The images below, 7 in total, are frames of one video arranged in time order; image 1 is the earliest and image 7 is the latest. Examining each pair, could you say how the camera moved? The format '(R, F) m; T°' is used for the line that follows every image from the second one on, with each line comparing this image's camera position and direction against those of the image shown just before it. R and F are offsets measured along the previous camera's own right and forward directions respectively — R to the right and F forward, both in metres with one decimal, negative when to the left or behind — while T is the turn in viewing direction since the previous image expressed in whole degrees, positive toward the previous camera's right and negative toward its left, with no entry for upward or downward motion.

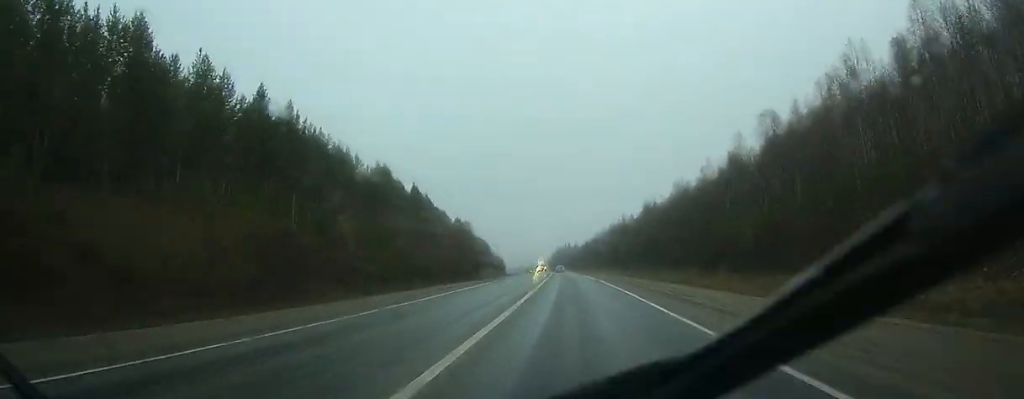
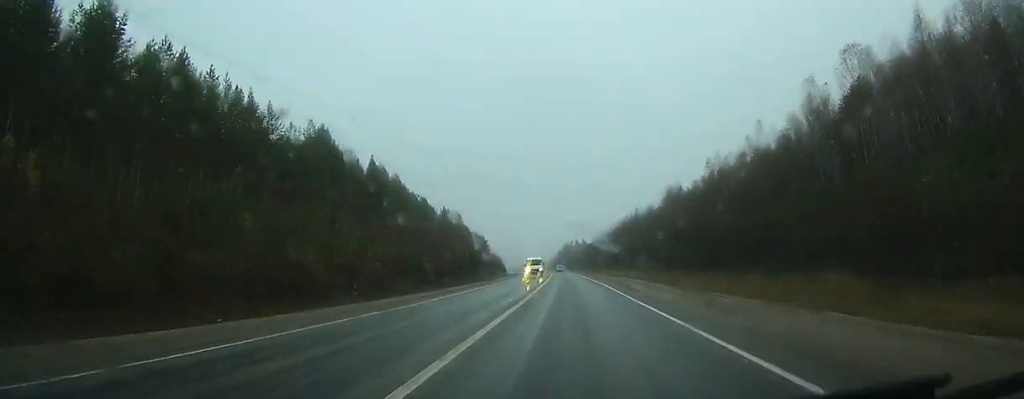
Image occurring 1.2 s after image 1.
(-0.2, +32.6) m; -1°
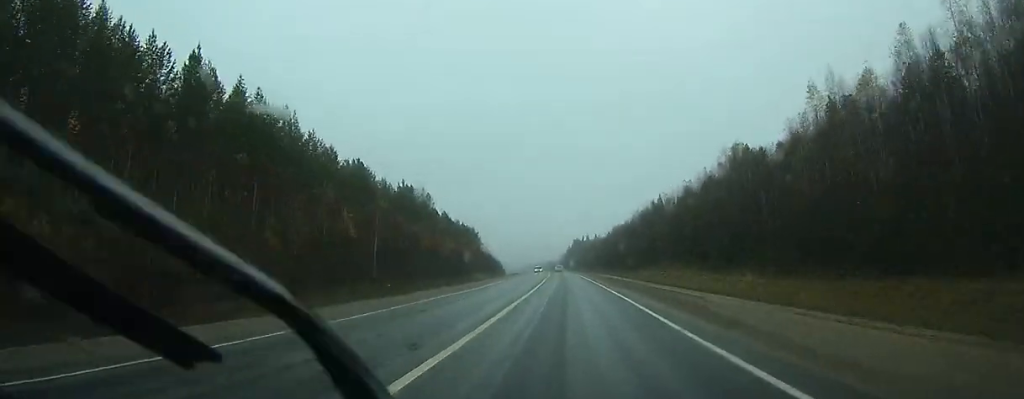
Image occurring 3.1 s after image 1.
(-0.6, +52.7) m; -1°
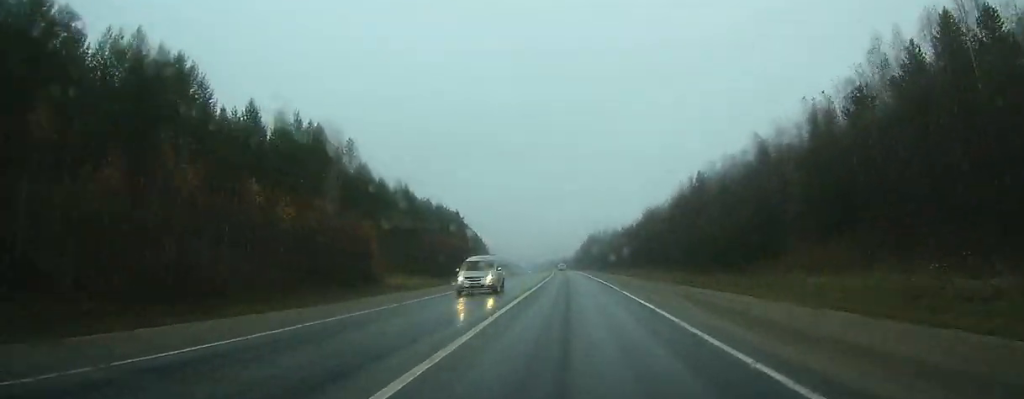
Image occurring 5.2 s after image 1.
(-0.6, +56.4) m; -1°
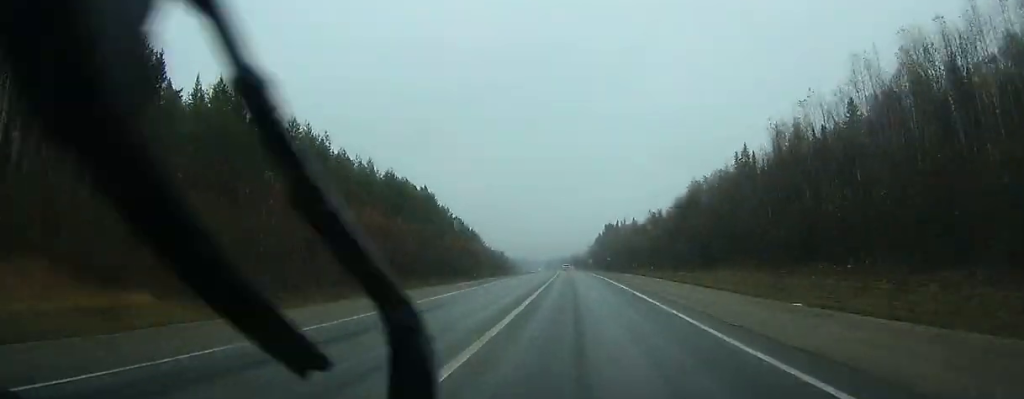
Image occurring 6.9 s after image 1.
(-0.4, +47.4) m; -1°
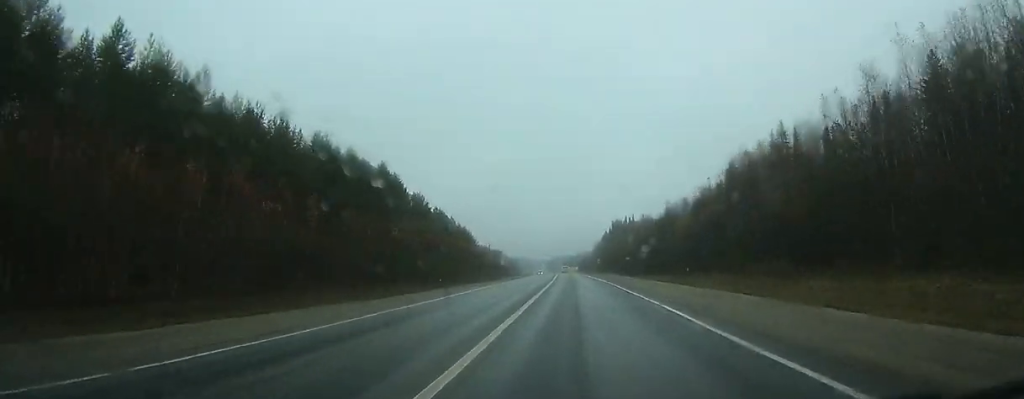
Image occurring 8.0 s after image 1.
(-0.1, +29.1) m; 0°
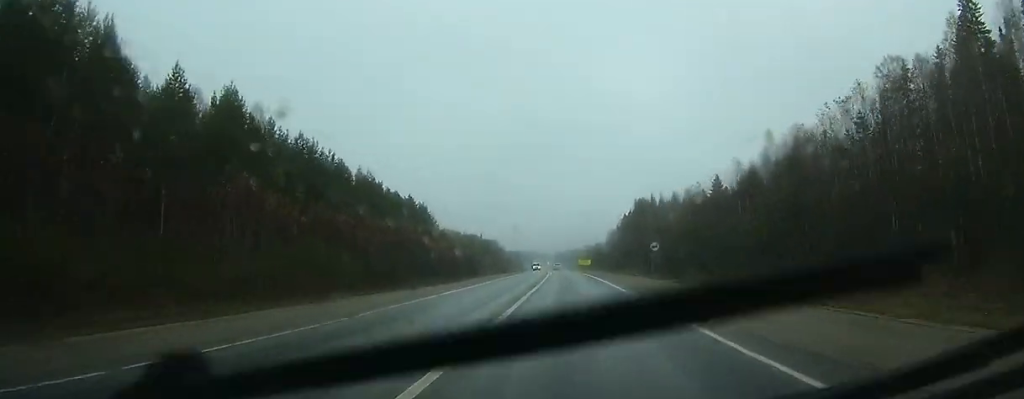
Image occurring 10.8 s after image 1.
(-0.5, +75.9) m; -1°
